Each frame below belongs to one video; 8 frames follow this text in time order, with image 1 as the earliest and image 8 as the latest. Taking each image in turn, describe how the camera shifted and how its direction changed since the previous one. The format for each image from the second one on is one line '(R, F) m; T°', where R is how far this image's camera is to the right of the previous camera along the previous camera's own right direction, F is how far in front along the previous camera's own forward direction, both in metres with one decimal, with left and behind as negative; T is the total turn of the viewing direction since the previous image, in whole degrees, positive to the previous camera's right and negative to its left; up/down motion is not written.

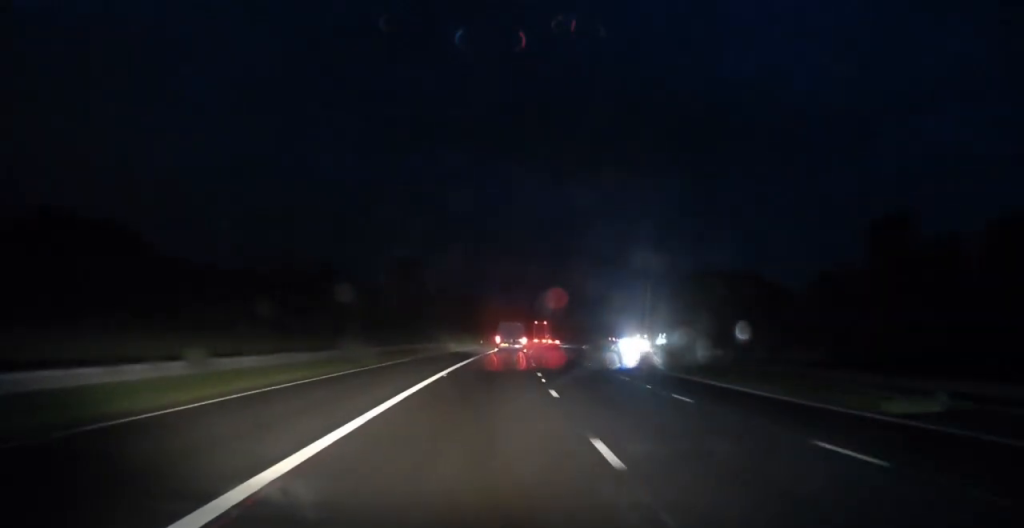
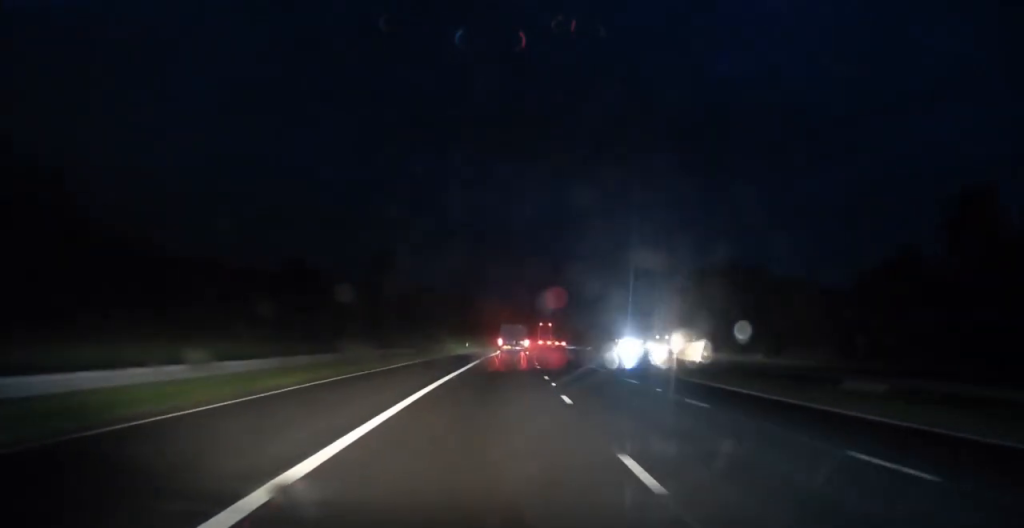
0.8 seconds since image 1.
(0.0, +19.6) m; +1°
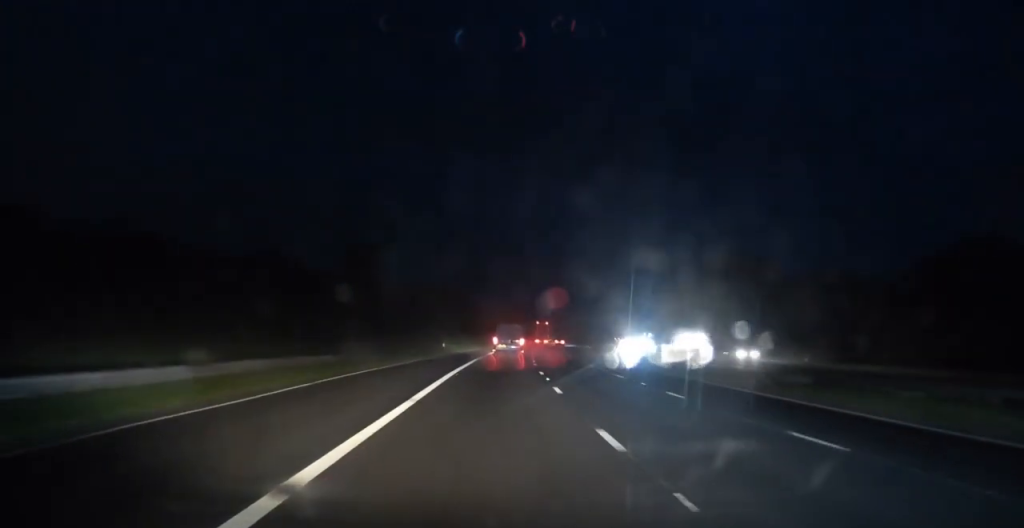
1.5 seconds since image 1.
(+0.2, +16.6) m; +1°
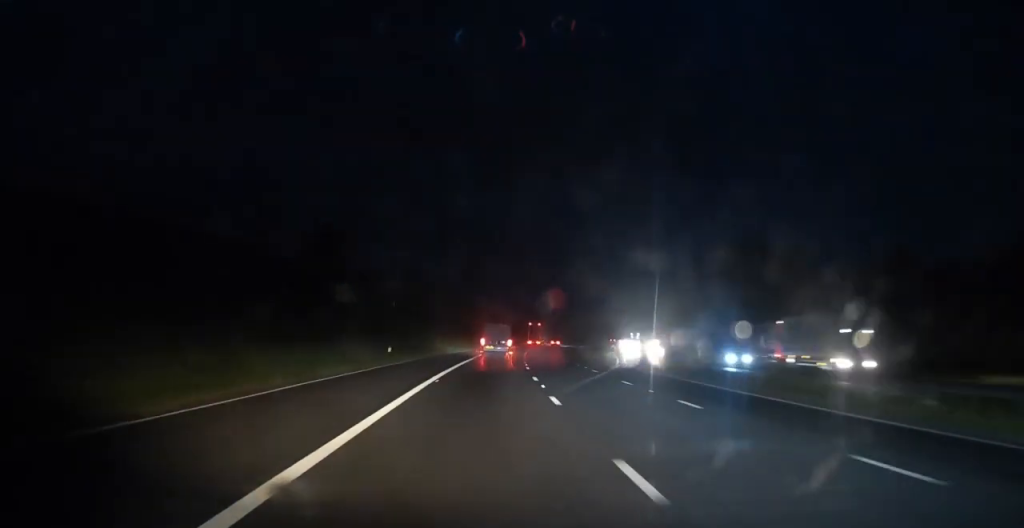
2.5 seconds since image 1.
(+0.3, +22.3) m; +2°
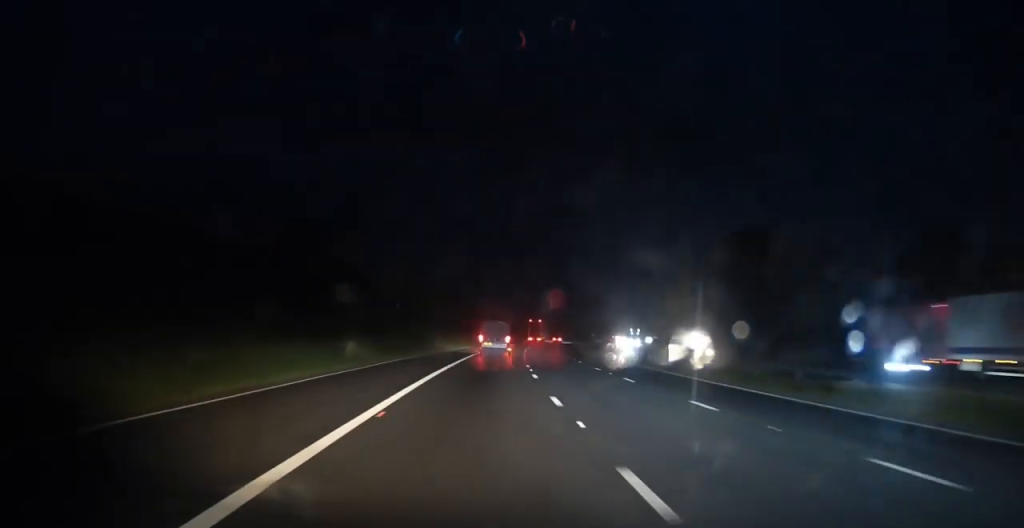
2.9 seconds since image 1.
(0.0, +10.4) m; +1°
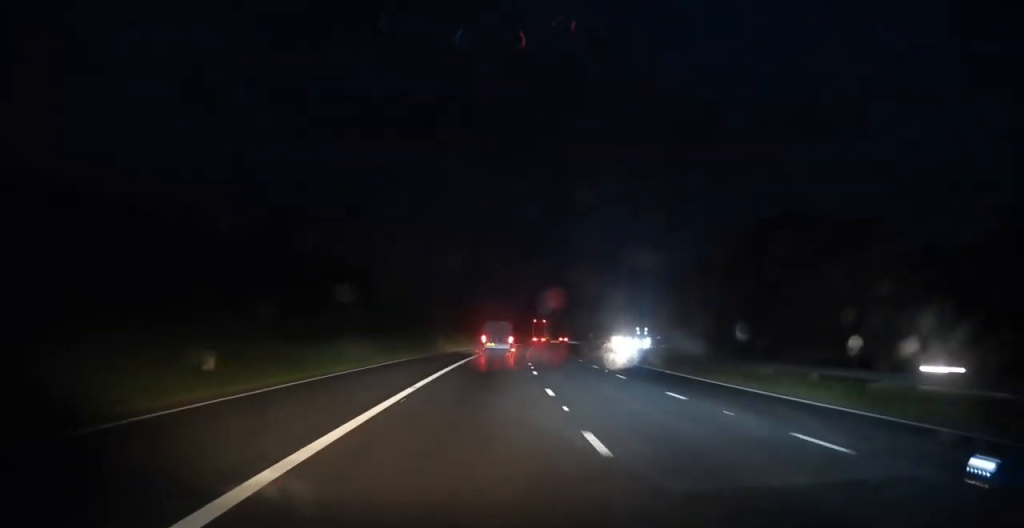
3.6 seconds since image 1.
(+0.2, +16.0) m; +1°
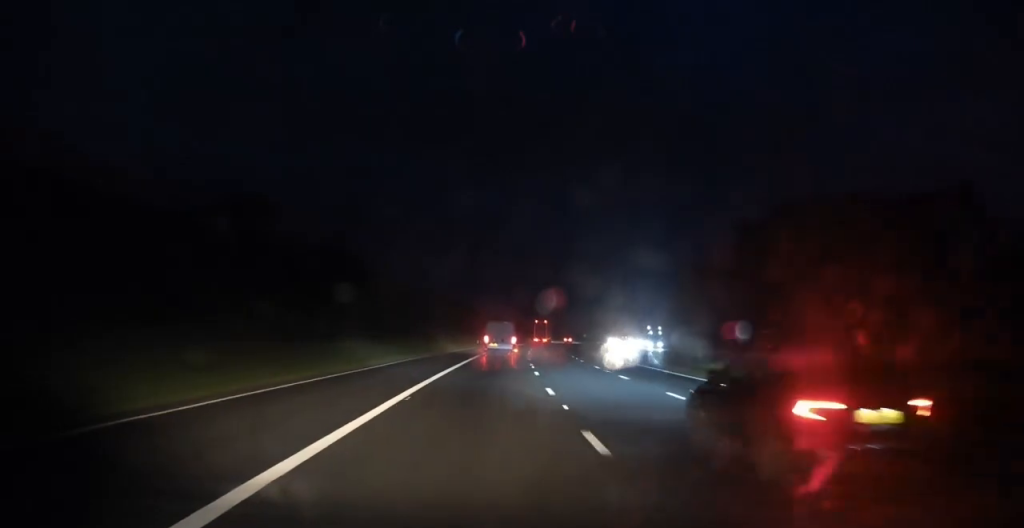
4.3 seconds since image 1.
(+0.2, +18.4) m; +1°
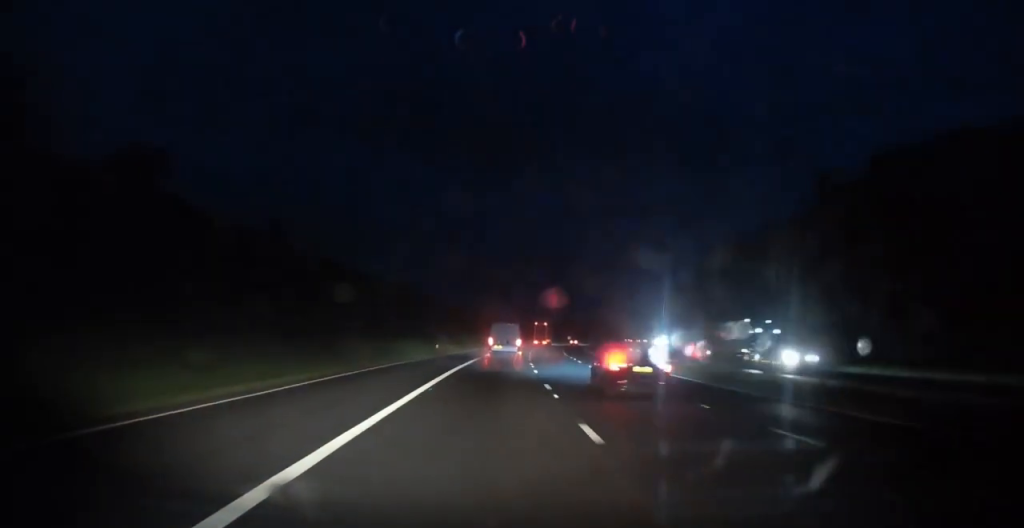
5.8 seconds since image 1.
(+0.6, +35.5) m; +2°
